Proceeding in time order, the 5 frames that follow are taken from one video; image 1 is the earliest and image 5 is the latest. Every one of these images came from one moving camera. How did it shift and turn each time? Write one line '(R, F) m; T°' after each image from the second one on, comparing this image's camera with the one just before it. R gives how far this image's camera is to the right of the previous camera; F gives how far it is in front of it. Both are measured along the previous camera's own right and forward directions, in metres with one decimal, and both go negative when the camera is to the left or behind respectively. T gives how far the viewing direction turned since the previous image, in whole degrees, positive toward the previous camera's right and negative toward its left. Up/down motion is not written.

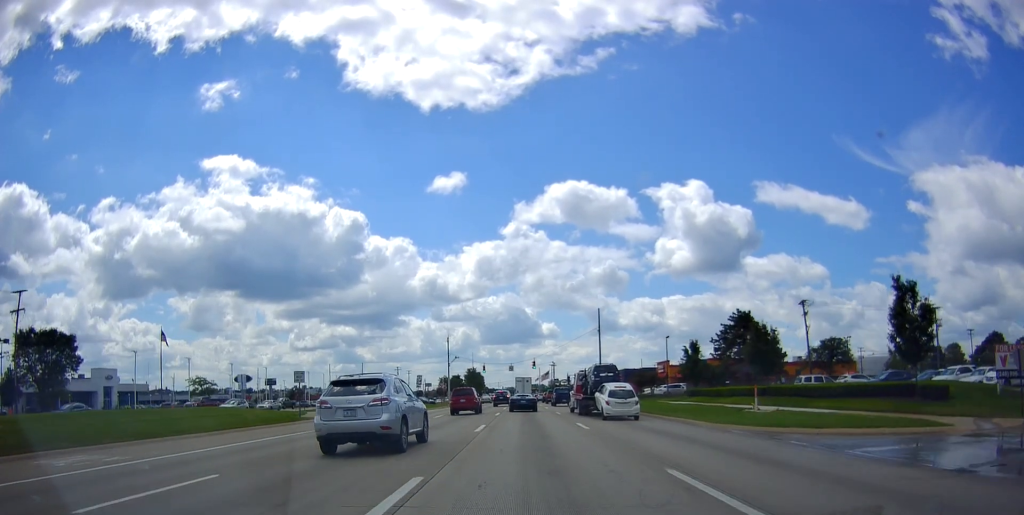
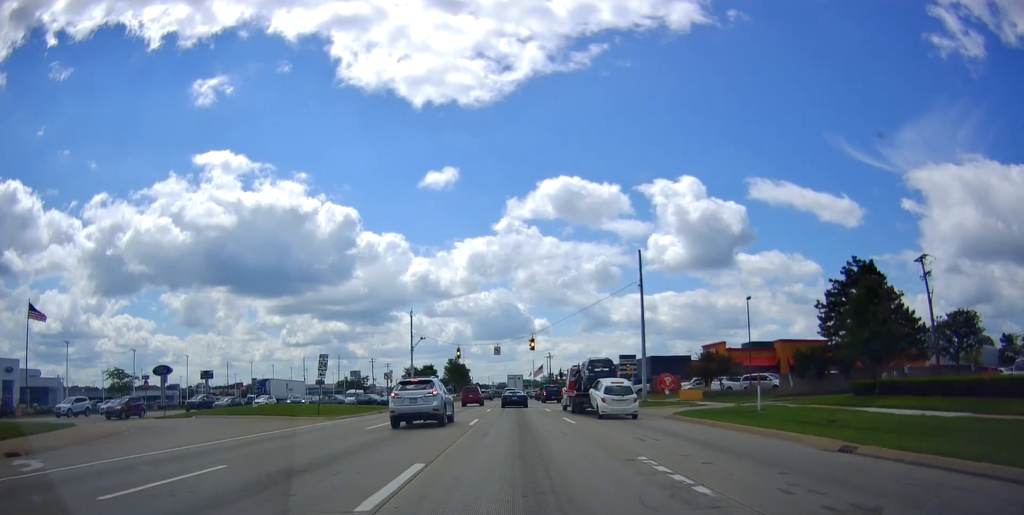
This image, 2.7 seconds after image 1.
(0.0, +27.4) m; 0°
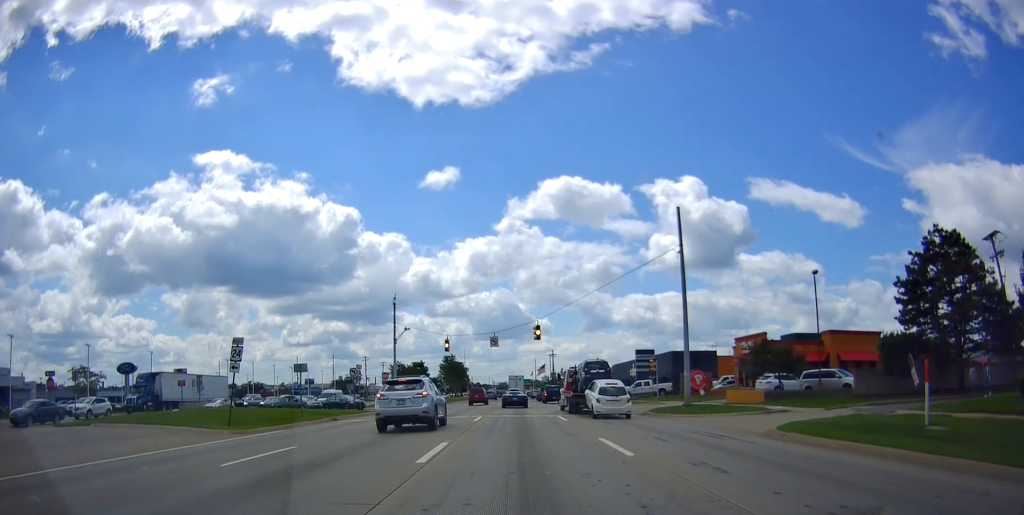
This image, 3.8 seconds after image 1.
(0.0, +11.5) m; 0°
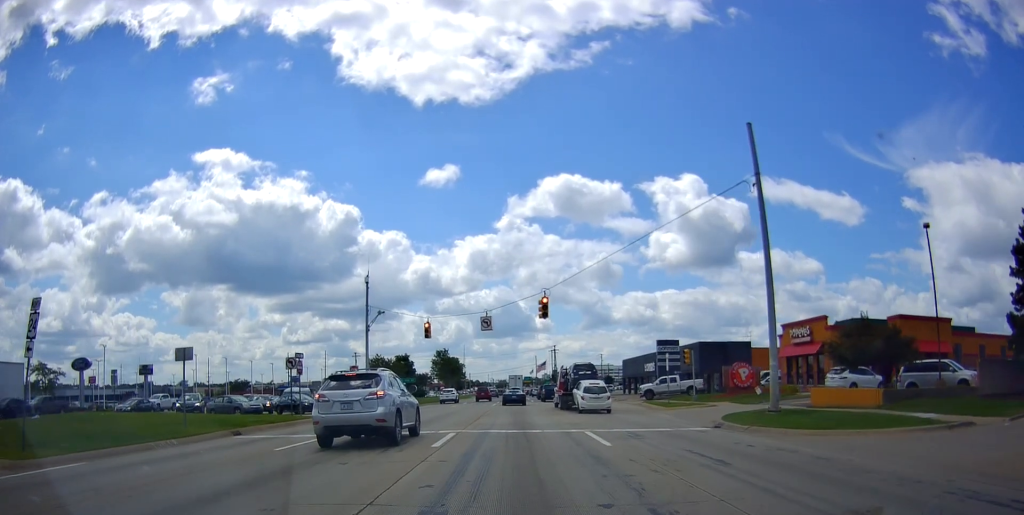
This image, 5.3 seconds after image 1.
(0.0, +15.0) m; 0°
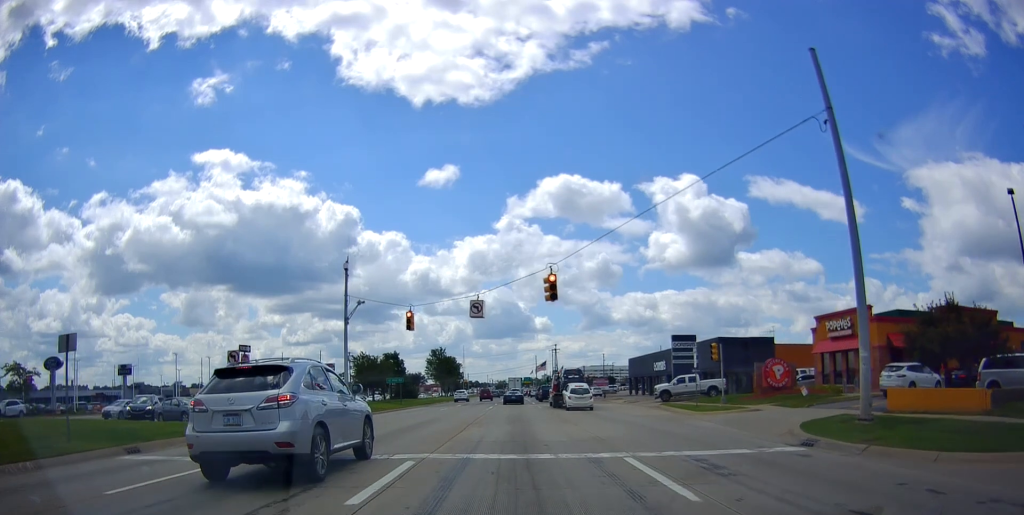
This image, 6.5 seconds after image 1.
(0.0, +11.3) m; 0°
